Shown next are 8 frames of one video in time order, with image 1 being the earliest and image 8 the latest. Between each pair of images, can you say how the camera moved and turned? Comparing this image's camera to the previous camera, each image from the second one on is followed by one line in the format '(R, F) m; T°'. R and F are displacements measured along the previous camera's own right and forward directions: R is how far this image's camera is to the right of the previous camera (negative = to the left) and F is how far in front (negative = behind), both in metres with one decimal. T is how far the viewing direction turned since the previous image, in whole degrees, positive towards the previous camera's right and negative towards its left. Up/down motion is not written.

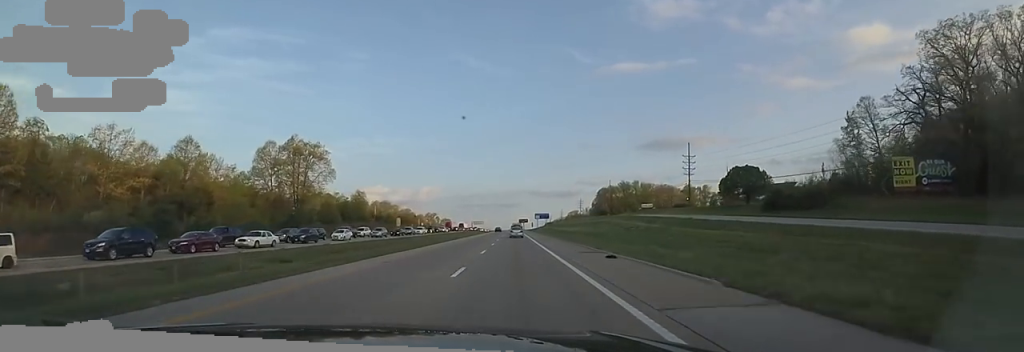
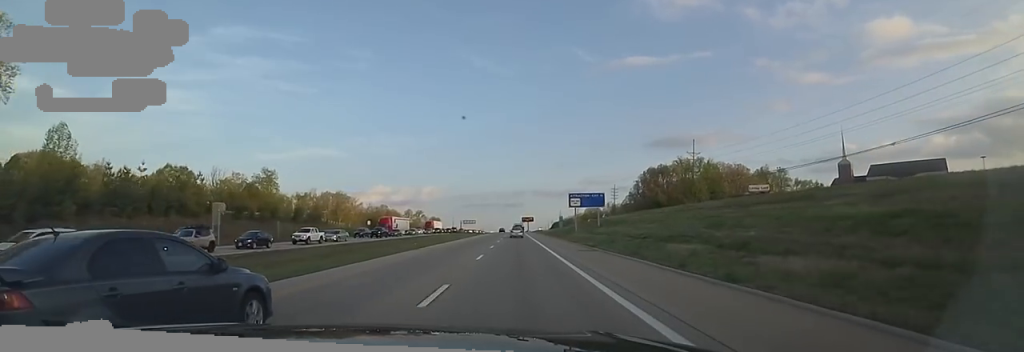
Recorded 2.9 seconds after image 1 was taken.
(-1.7, +84.7) m; +1°
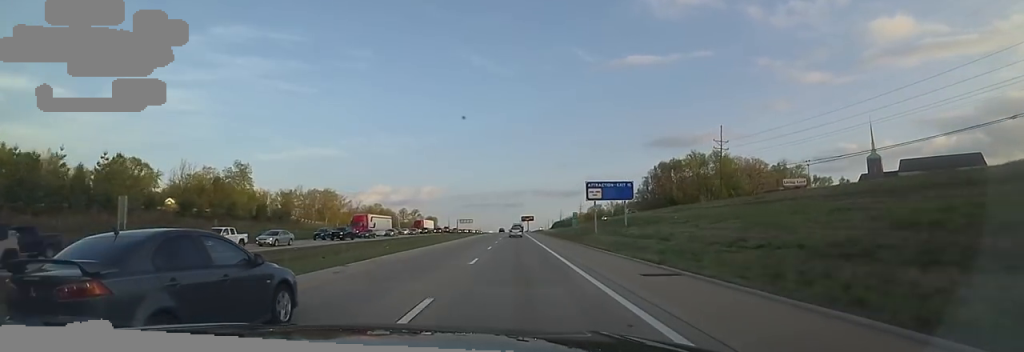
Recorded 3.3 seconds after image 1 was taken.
(+0.6, +13.6) m; 0°
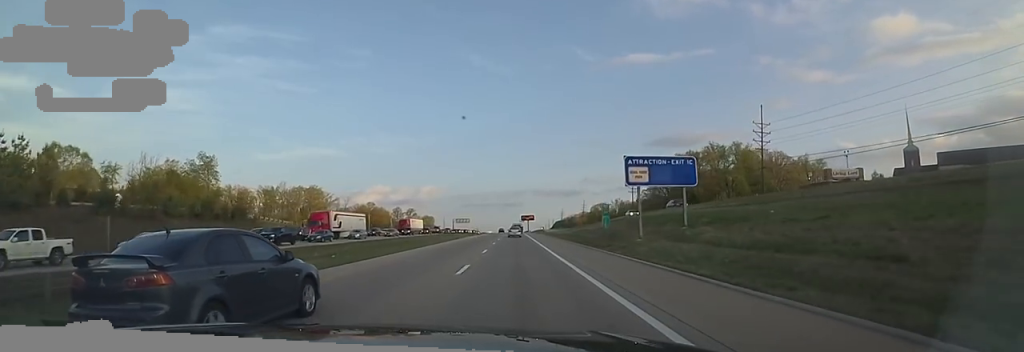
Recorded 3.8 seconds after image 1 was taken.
(+0.5, +14.7) m; 0°
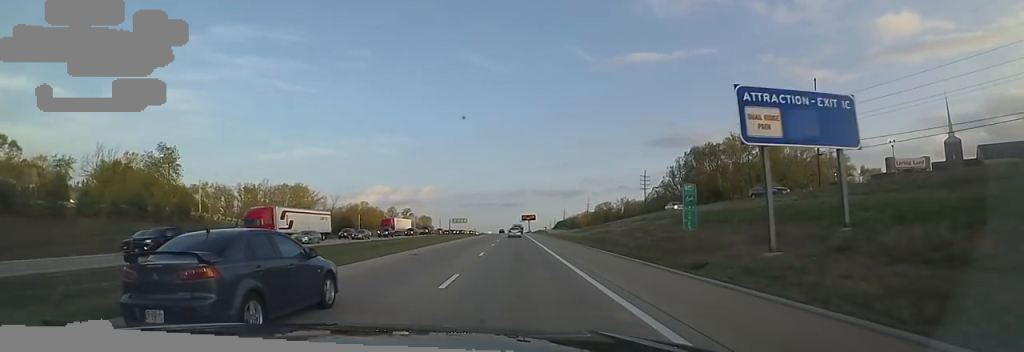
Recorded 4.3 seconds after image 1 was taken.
(-0.5, +14.3) m; -2°
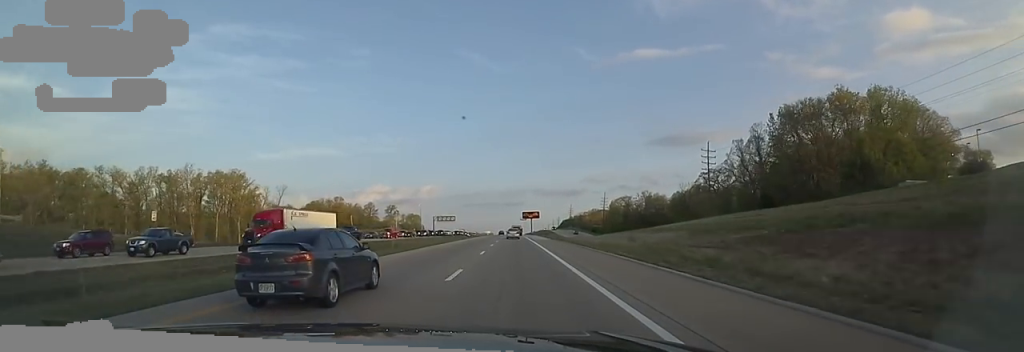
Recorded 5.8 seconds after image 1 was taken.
(-1.6, +47.0) m; -1°
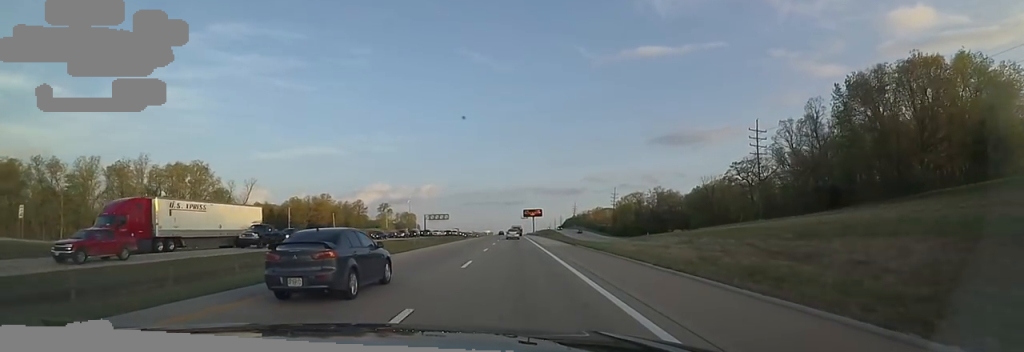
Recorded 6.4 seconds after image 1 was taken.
(+0.7, +20.3) m; +2°
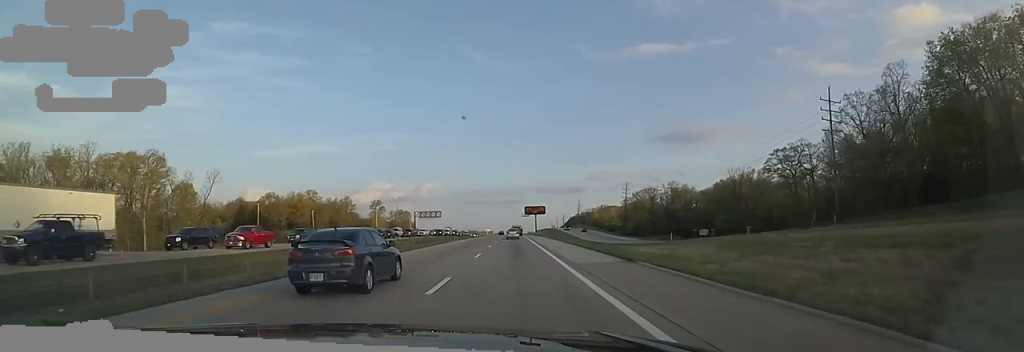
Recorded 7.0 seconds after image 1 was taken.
(+0.3, +19.1) m; +1°
